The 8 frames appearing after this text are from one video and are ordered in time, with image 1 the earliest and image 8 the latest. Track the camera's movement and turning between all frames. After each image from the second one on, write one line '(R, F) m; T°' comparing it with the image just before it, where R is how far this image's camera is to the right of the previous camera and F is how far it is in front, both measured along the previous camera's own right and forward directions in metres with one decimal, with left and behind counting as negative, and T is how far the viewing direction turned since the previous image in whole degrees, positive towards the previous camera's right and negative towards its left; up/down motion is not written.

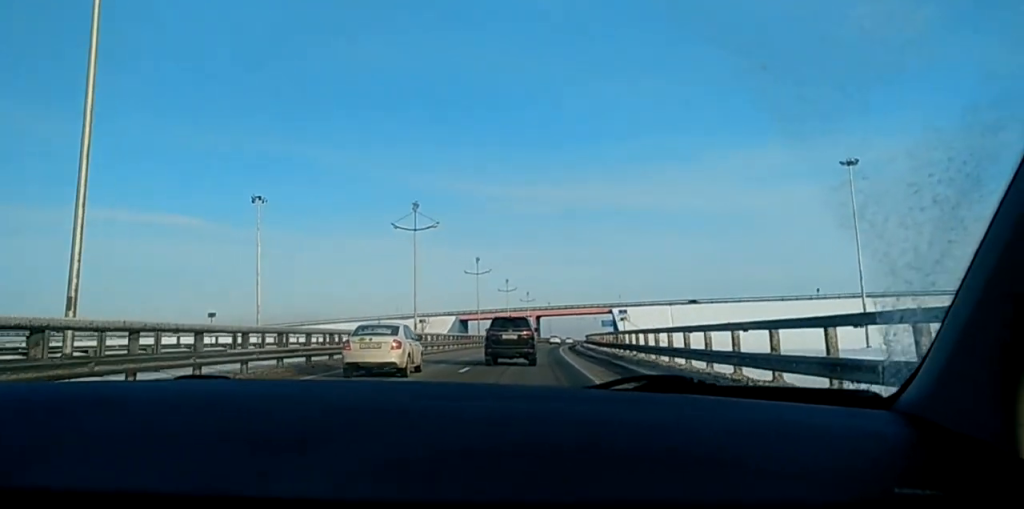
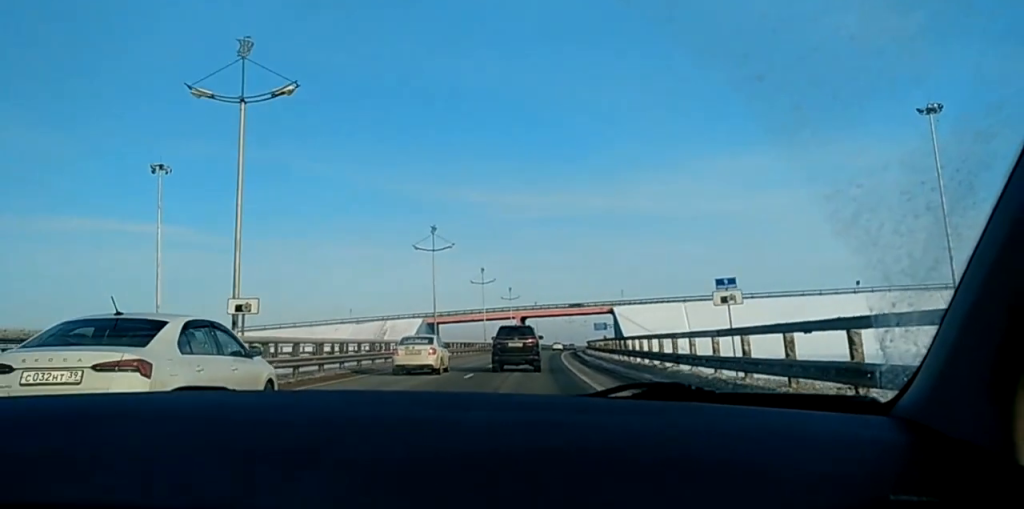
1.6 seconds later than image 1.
(+0.4, +34.1) m; +1°
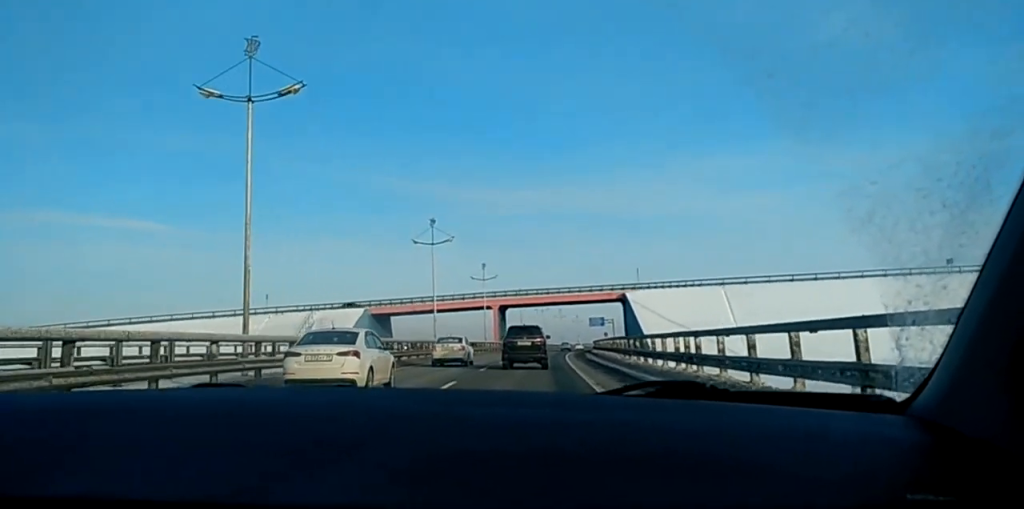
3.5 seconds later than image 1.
(+1.5, +42.6) m; +4°
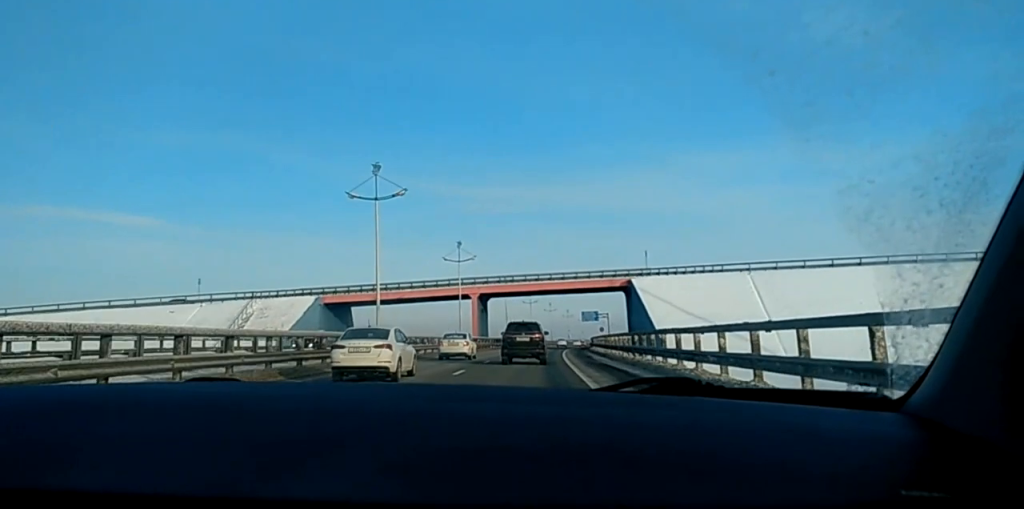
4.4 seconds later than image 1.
(-0.1, +19.2) m; +1°
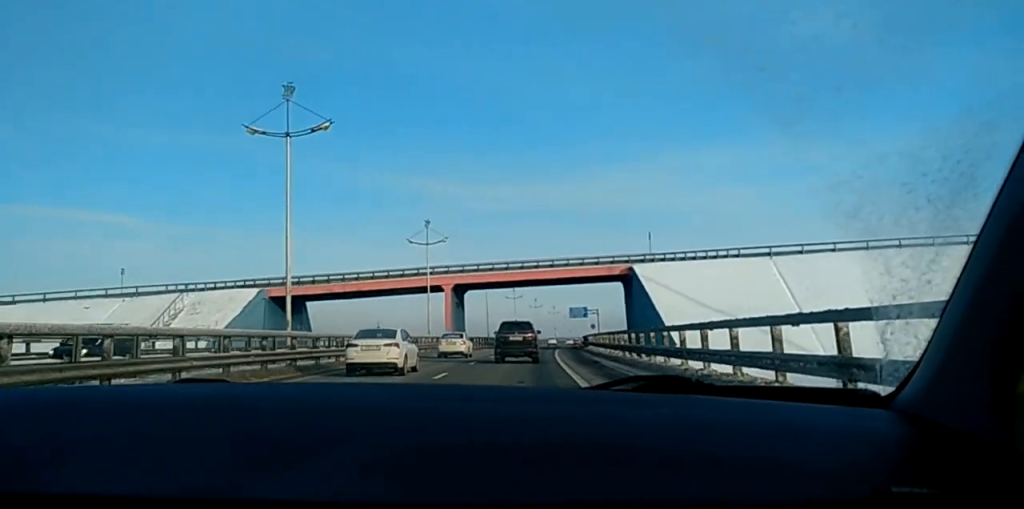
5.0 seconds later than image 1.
(+0.4, +14.0) m; +1°
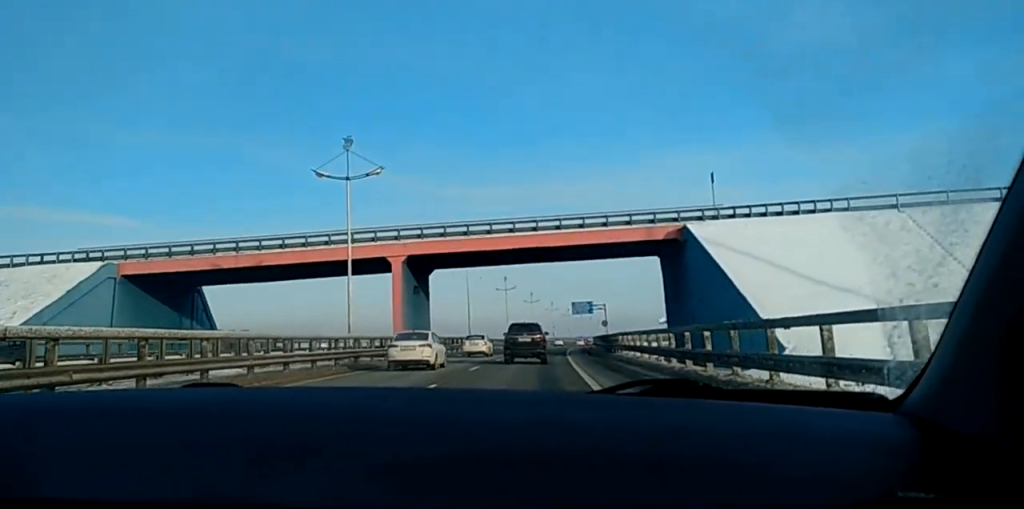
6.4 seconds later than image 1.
(-0.2, +28.9) m; -1°
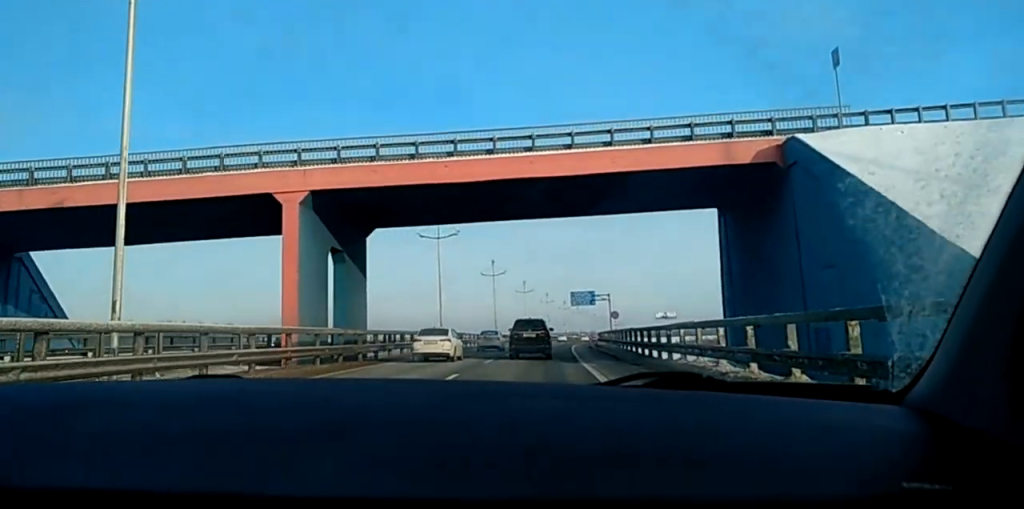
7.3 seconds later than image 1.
(-0.3, +21.0) m; +2°
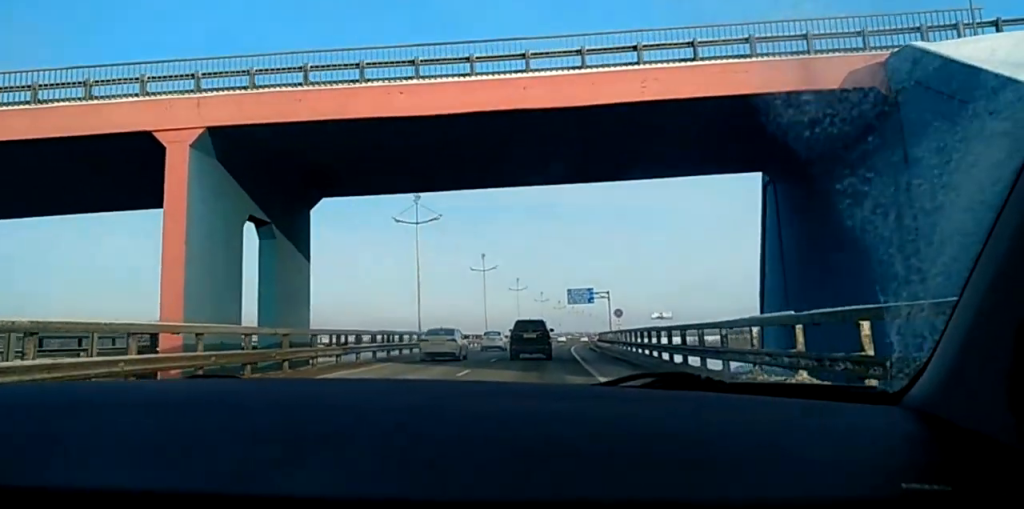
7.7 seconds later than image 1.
(+0.4, +8.7) m; +1°
